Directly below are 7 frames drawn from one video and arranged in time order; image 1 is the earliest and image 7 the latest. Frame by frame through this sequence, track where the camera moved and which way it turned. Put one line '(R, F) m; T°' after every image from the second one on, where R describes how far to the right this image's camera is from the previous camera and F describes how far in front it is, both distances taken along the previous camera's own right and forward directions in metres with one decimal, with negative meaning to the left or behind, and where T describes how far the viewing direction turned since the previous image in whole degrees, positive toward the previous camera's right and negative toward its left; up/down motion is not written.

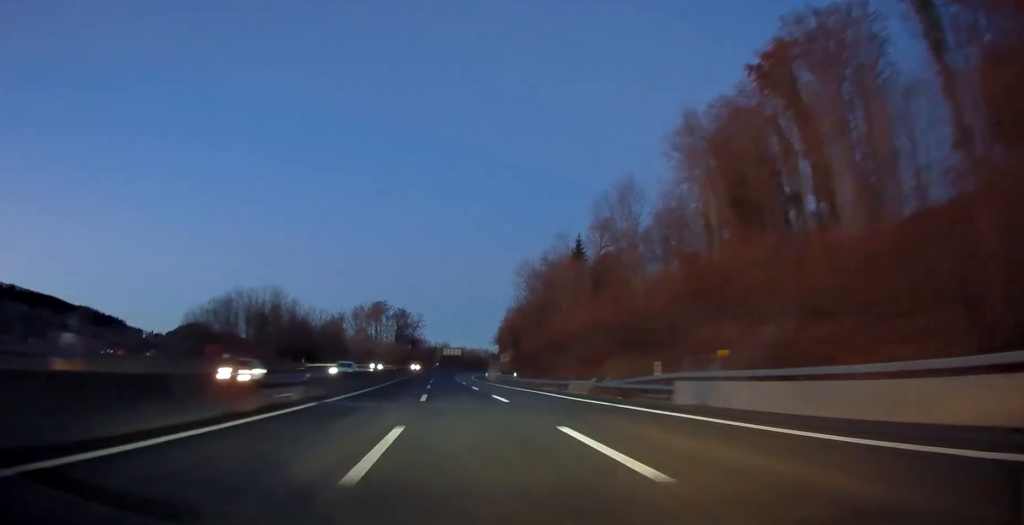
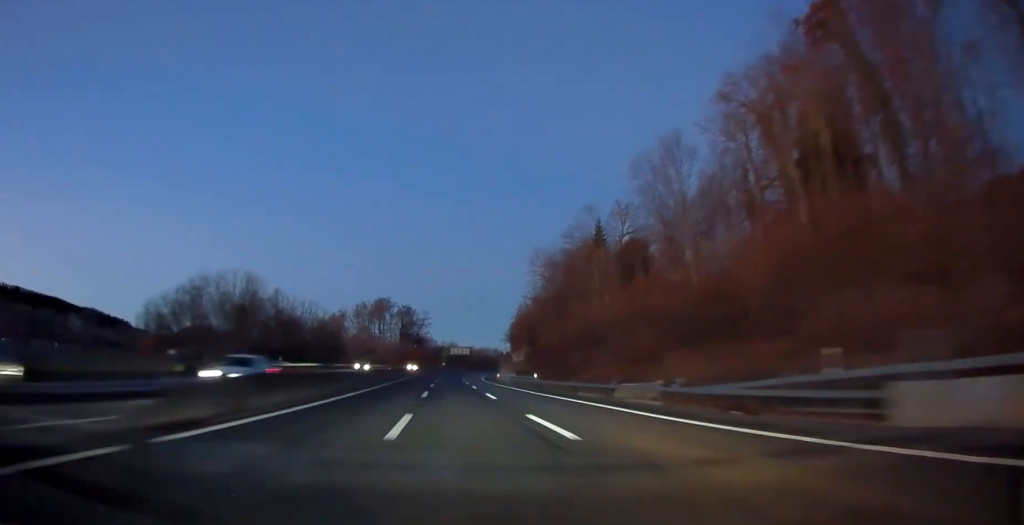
(-0.3, +14.1) m; -1°
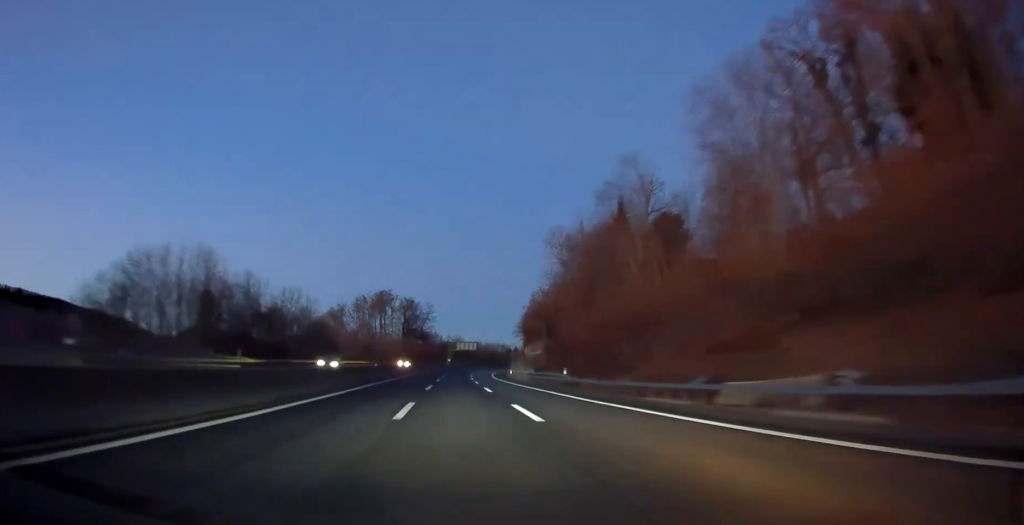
(-0.1, +14.0) m; -1°
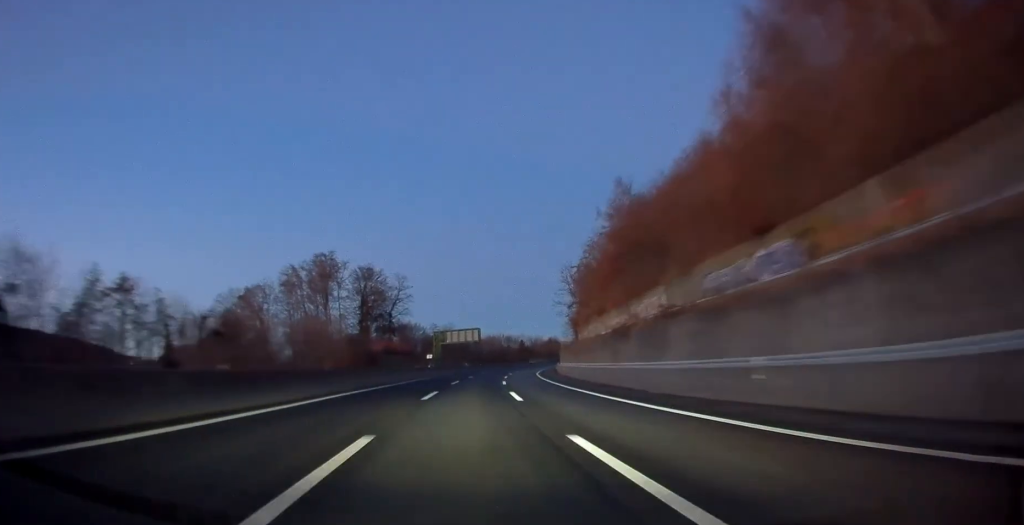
(-2.2, +82.6) m; -2°
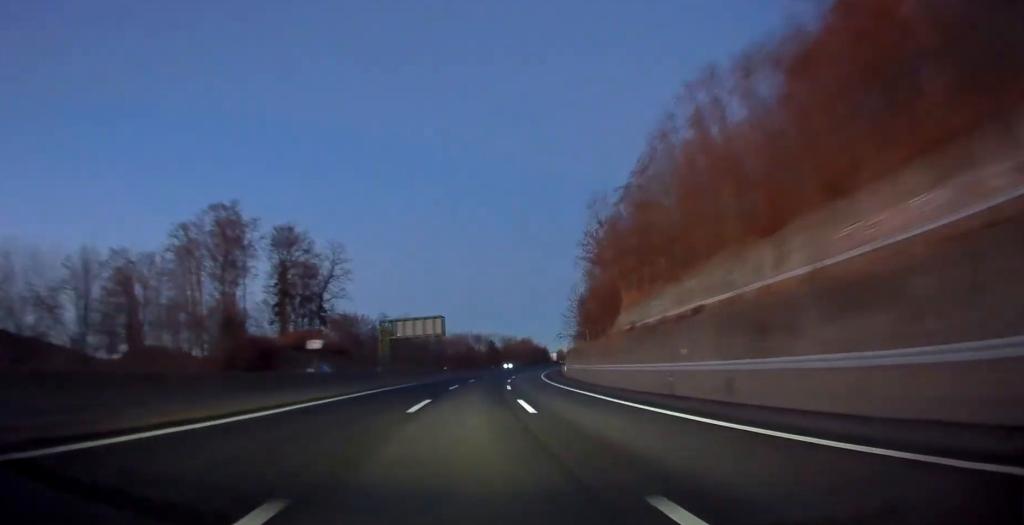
(+0.3, +42.0) m; +2°
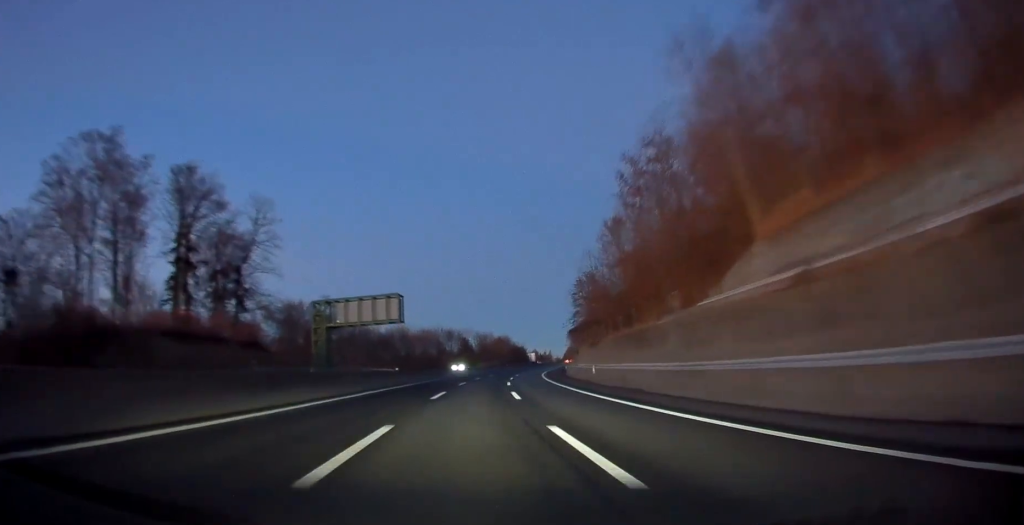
(+0.5, +27.8) m; +2°
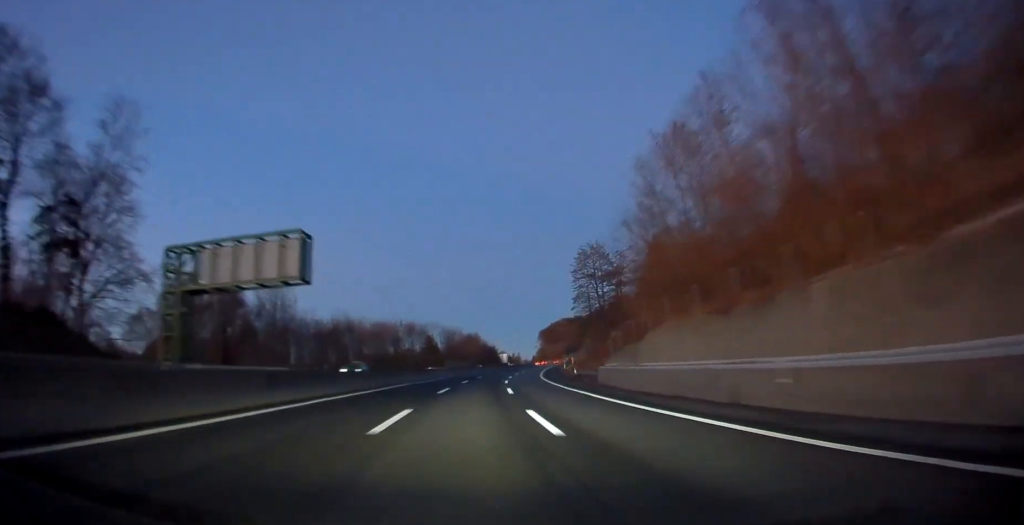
(+0.6, +31.0) m; +3°
